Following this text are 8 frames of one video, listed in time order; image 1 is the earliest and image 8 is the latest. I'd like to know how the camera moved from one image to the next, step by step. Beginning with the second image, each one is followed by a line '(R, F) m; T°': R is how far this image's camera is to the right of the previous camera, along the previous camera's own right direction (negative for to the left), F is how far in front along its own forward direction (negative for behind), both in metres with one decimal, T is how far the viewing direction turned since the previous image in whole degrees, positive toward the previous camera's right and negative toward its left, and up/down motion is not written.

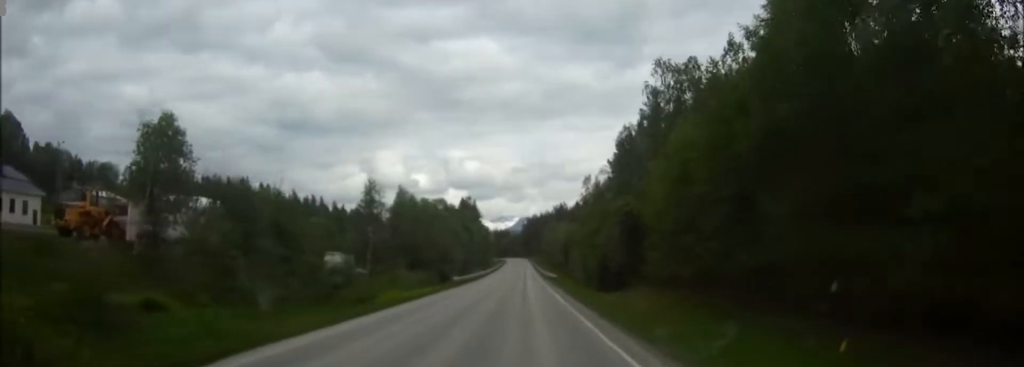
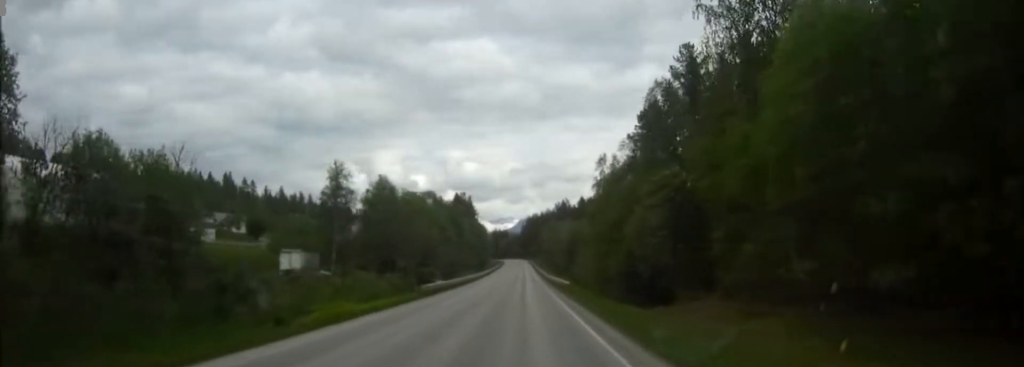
(0.0, +13.9) m; 0°
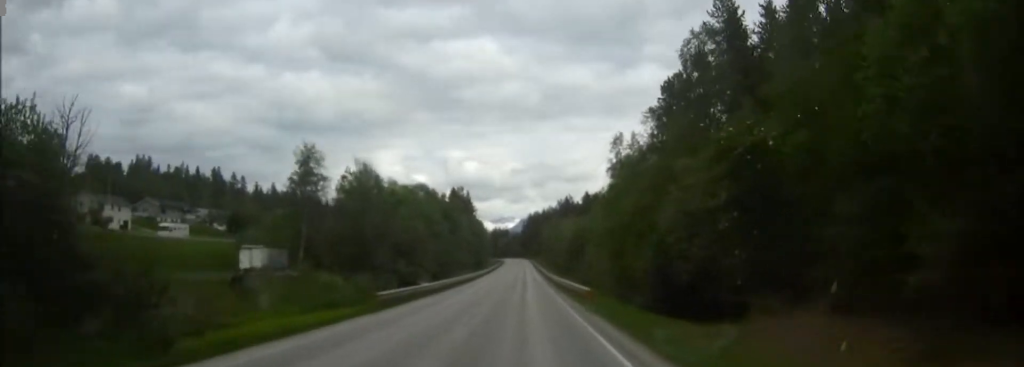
(0.0, +10.1) m; 0°
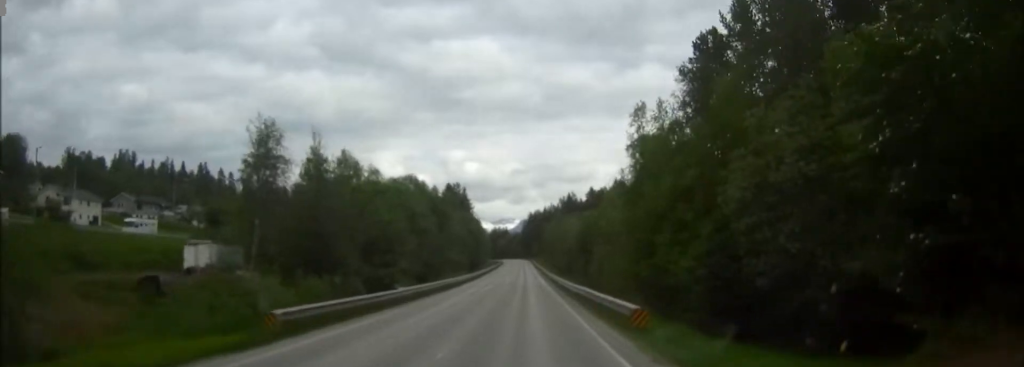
(0.0, +10.8) m; 0°
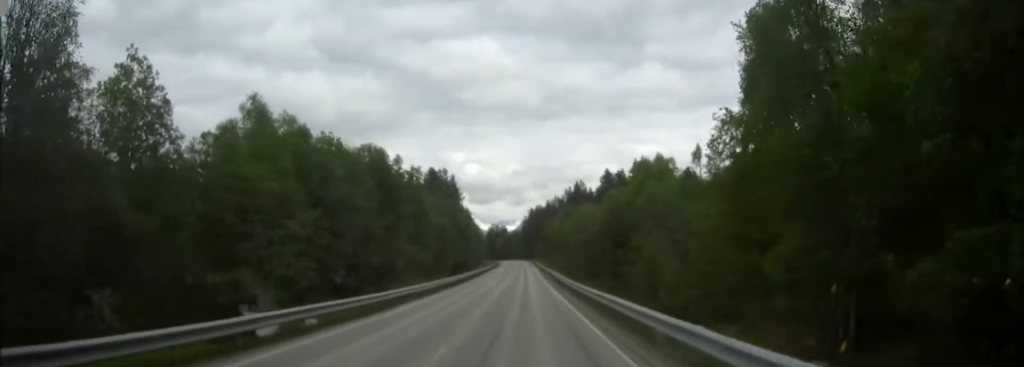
(0.0, +29.6) m; 0°
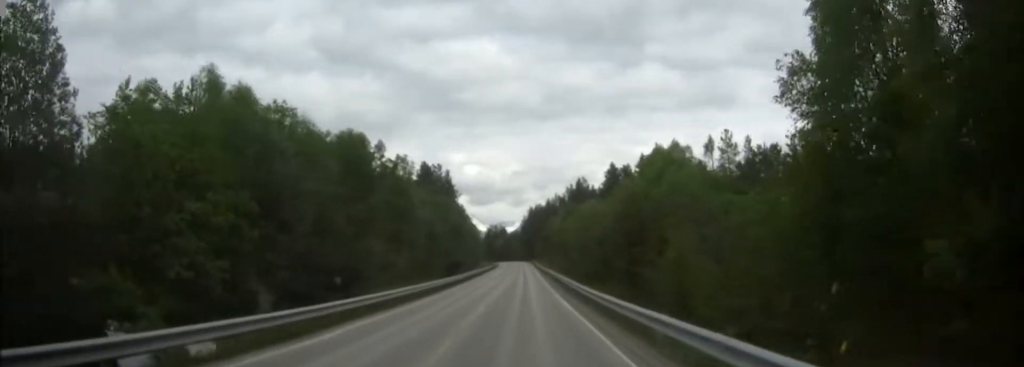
(0.0, +8.9) m; 0°
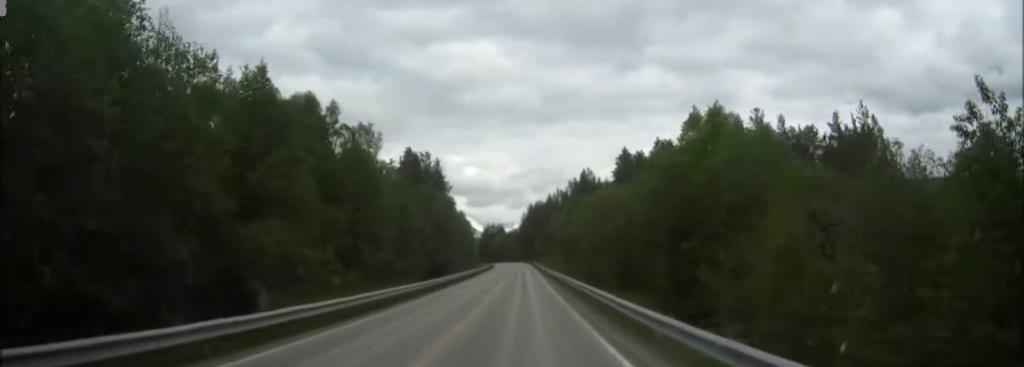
(-0.1, +16.6) m; 0°
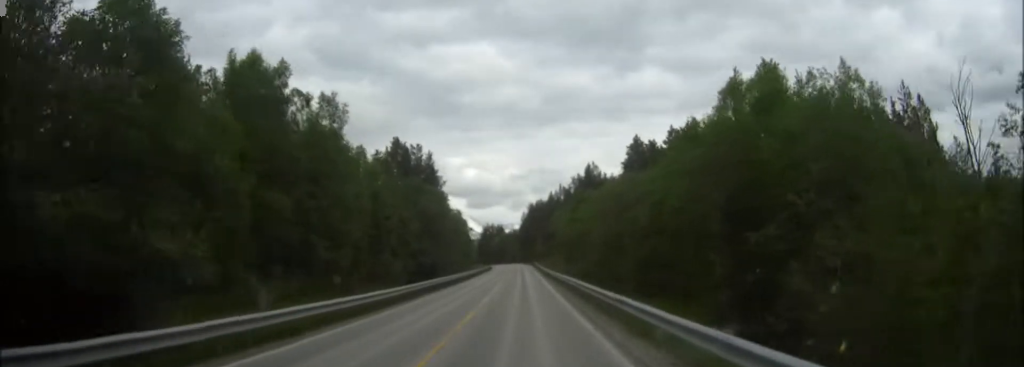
(0.0, +11.3) m; 0°
